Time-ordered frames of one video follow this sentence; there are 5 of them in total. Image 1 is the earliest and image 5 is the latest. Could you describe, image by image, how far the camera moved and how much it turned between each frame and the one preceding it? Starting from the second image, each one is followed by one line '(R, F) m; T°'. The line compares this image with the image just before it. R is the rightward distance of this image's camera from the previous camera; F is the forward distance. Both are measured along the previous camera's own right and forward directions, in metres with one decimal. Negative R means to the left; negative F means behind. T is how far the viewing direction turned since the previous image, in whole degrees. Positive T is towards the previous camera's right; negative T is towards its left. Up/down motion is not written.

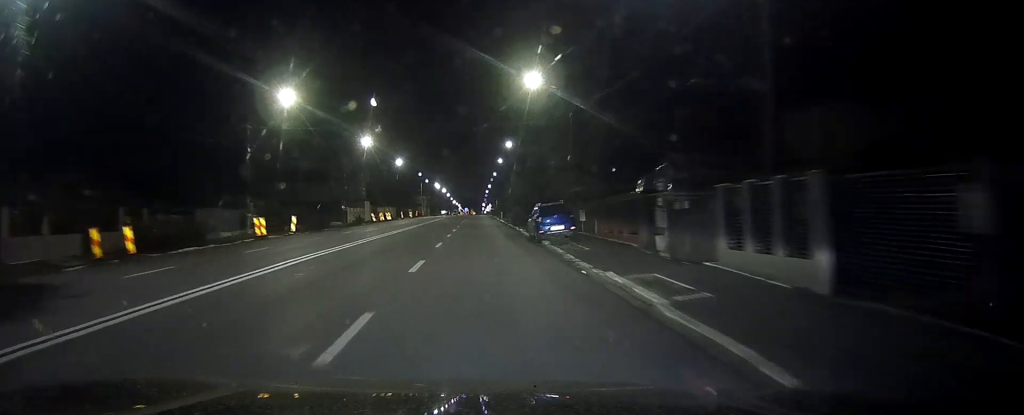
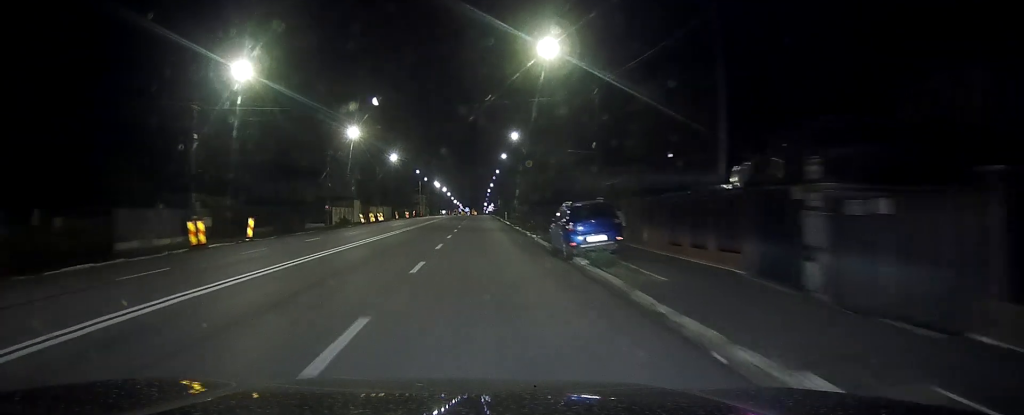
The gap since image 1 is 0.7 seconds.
(0.0, +9.4) m; 0°
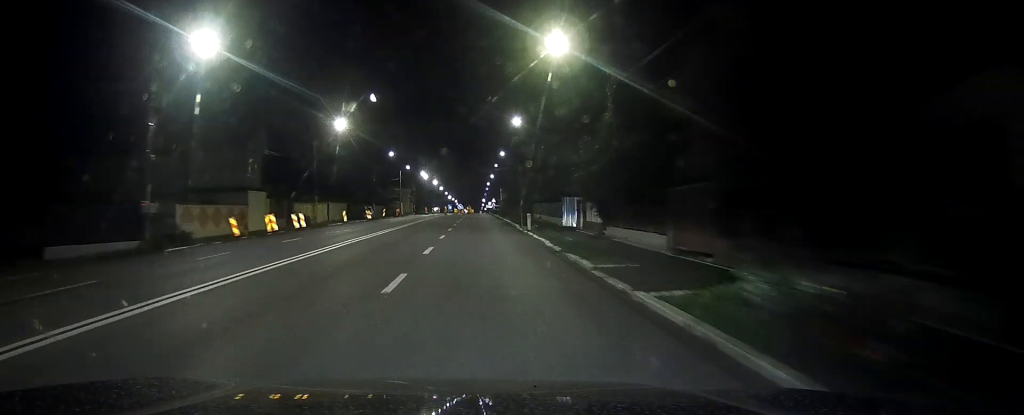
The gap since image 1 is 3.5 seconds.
(+0.1, +39.2) m; +1°
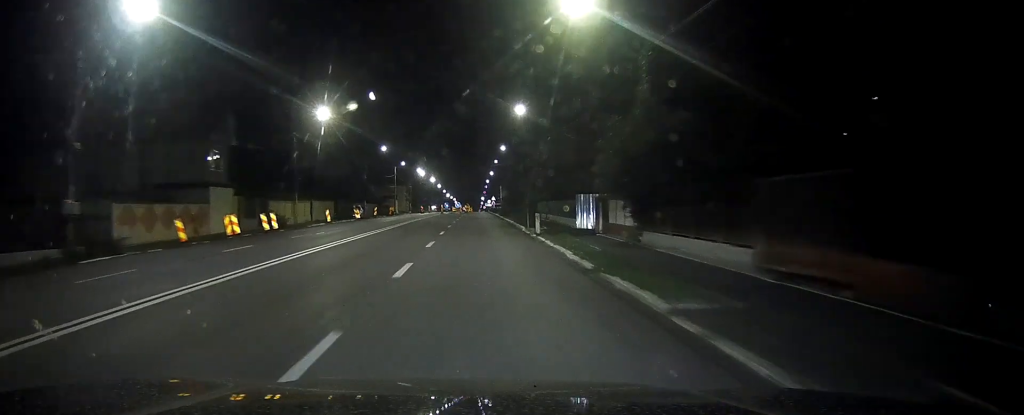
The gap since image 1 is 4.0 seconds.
(0.0, +6.9) m; 0°
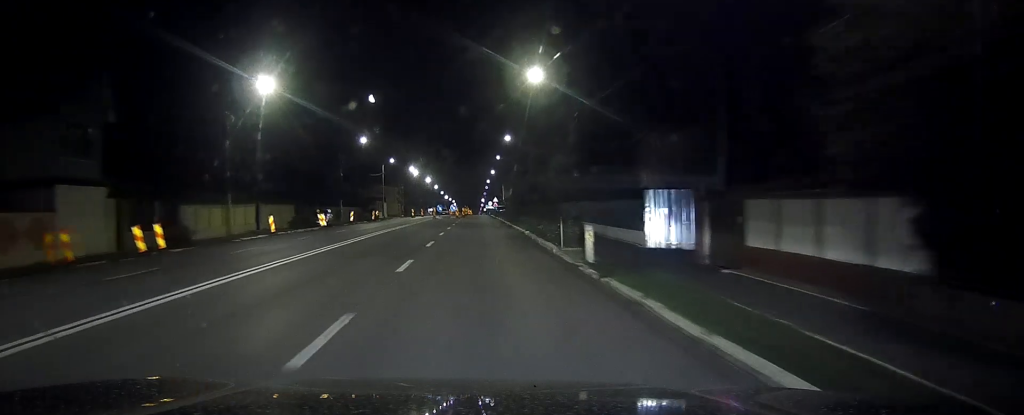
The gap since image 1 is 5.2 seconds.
(+0.2, +16.2) m; 0°
